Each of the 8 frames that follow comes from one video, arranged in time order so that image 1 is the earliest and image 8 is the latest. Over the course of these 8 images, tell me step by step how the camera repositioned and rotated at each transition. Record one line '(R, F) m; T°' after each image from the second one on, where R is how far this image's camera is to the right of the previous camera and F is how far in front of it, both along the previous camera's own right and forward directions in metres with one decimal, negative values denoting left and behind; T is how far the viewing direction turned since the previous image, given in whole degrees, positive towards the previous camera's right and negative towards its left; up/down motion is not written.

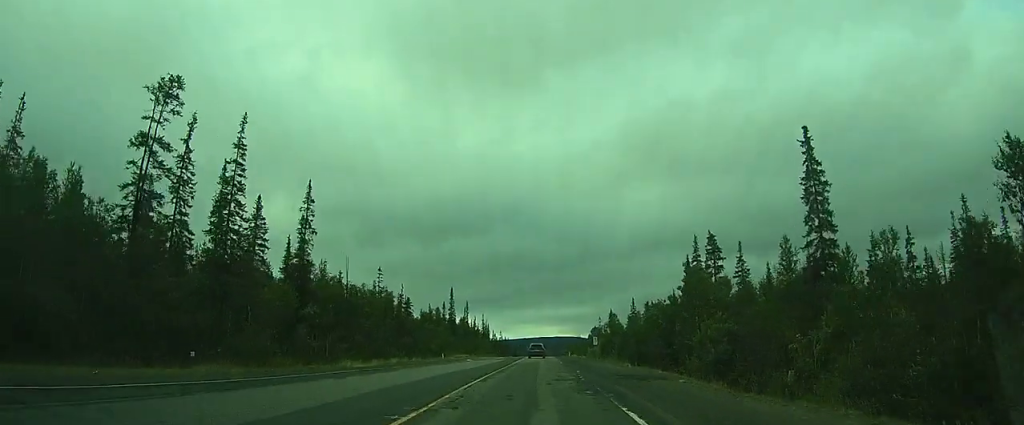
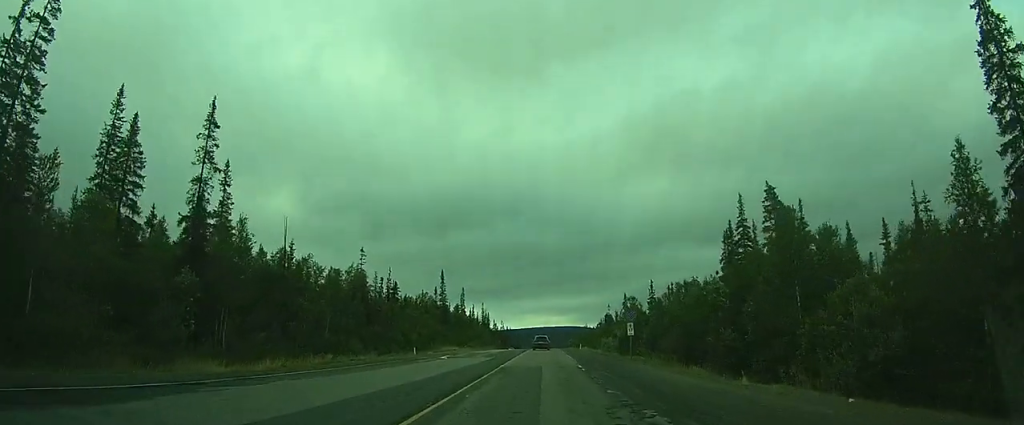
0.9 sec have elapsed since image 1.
(0.0, +18.2) m; 0°
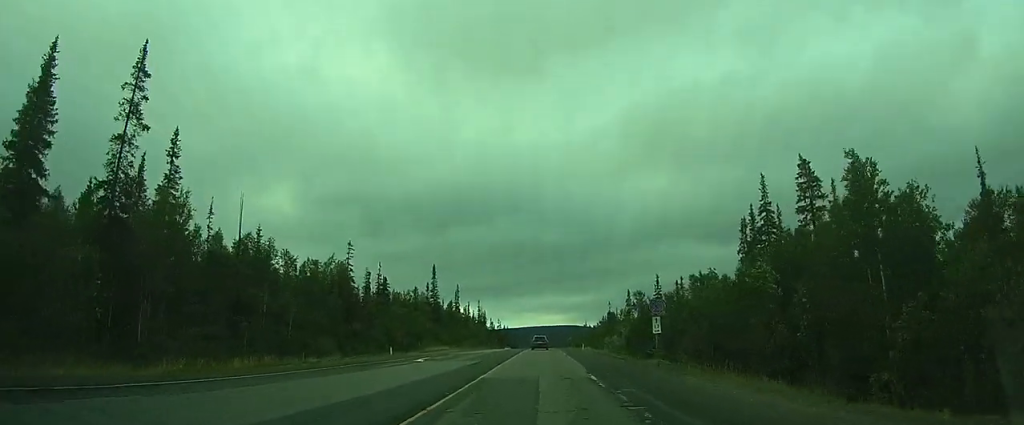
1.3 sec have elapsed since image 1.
(0.0, +7.8) m; 0°
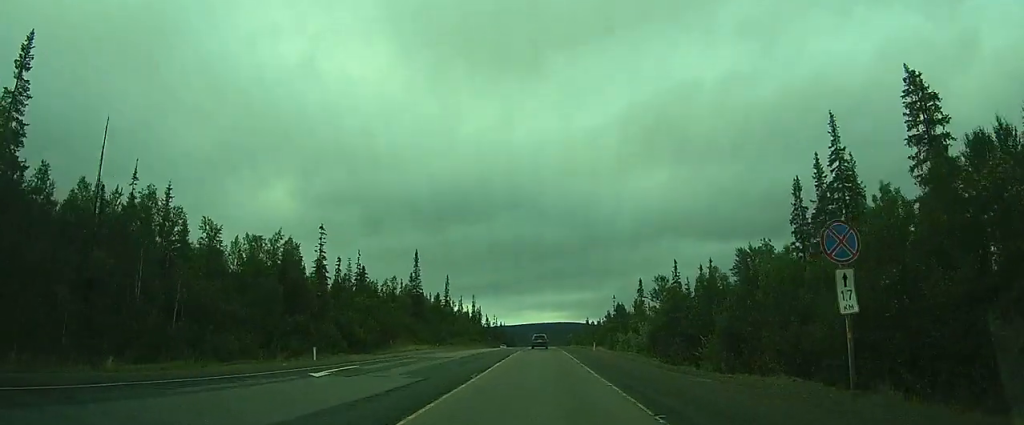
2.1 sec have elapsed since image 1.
(0.0, +15.8) m; 0°
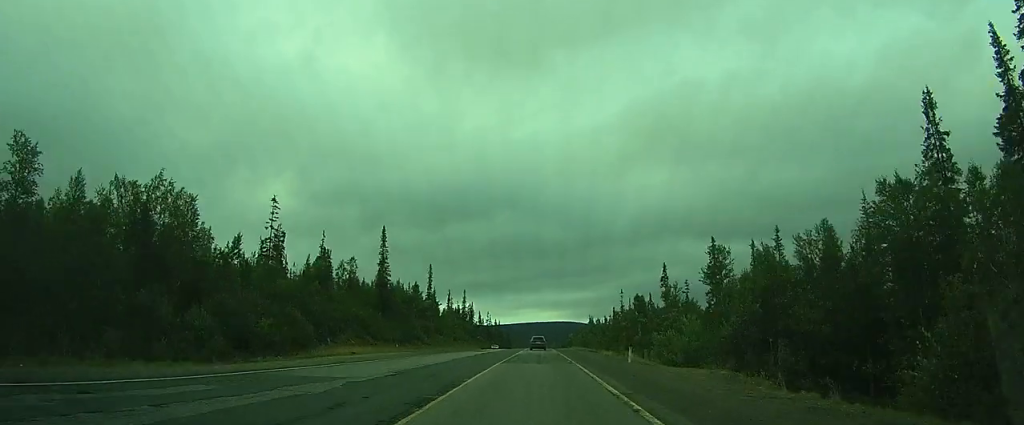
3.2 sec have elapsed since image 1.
(+0.1, +21.2) m; 0°
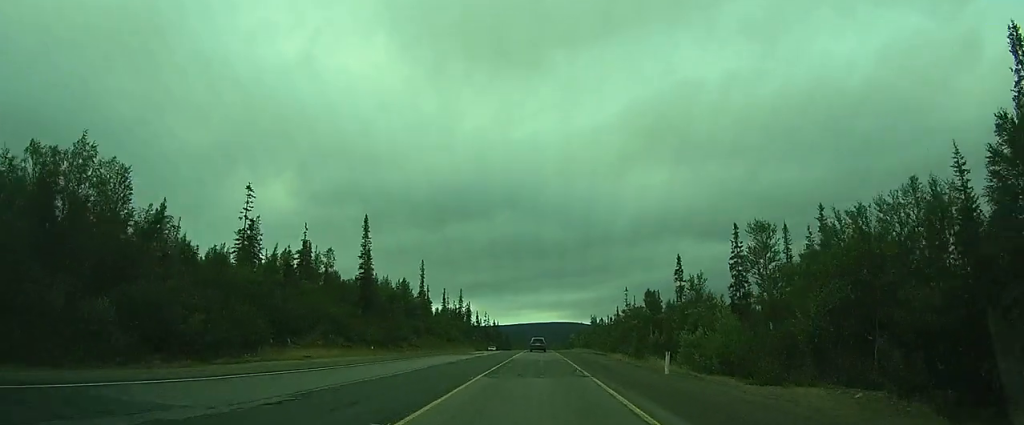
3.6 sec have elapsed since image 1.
(0.0, +8.6) m; 0°
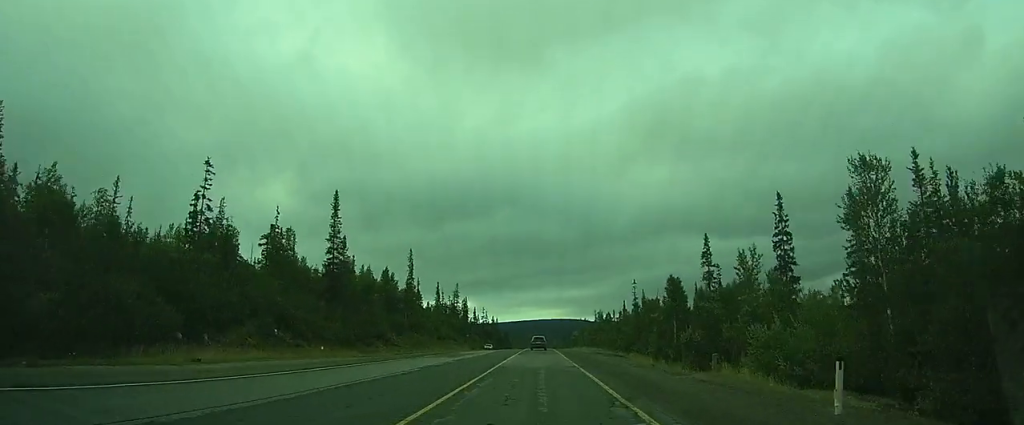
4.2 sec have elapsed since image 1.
(0.0, +12.0) m; 0°
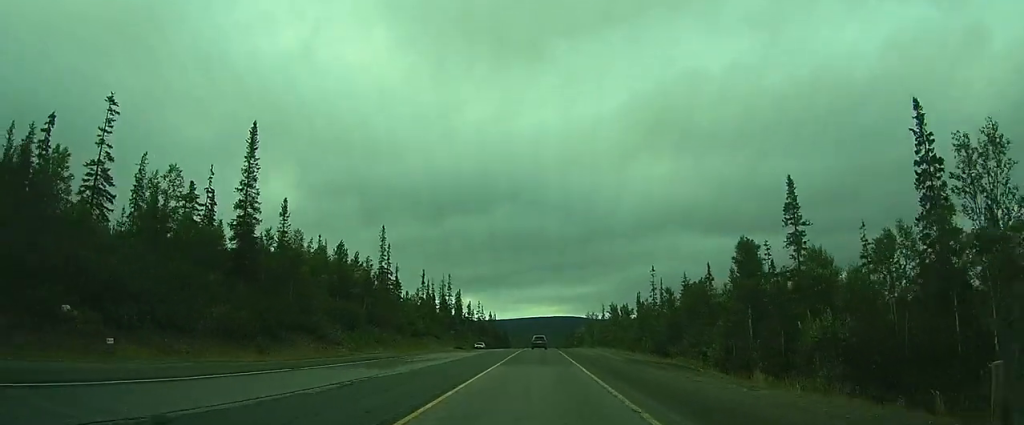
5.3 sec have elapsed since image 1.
(+0.1, +20.7) m; +1°
